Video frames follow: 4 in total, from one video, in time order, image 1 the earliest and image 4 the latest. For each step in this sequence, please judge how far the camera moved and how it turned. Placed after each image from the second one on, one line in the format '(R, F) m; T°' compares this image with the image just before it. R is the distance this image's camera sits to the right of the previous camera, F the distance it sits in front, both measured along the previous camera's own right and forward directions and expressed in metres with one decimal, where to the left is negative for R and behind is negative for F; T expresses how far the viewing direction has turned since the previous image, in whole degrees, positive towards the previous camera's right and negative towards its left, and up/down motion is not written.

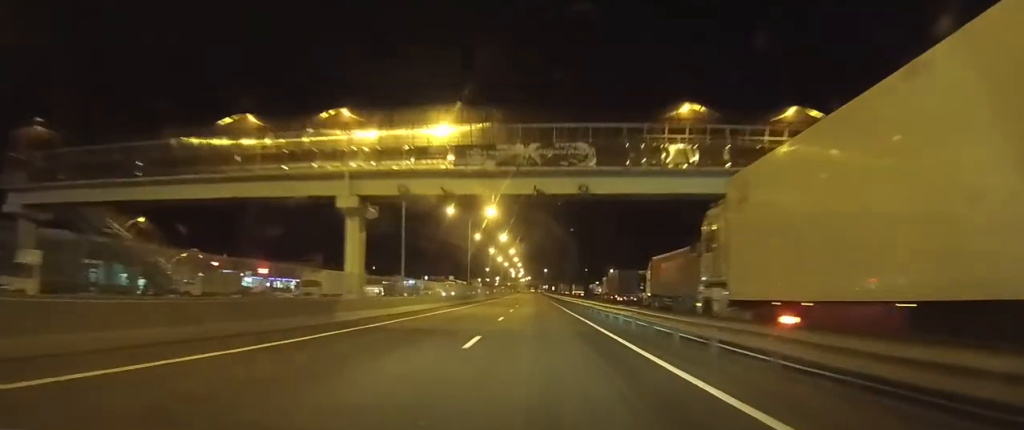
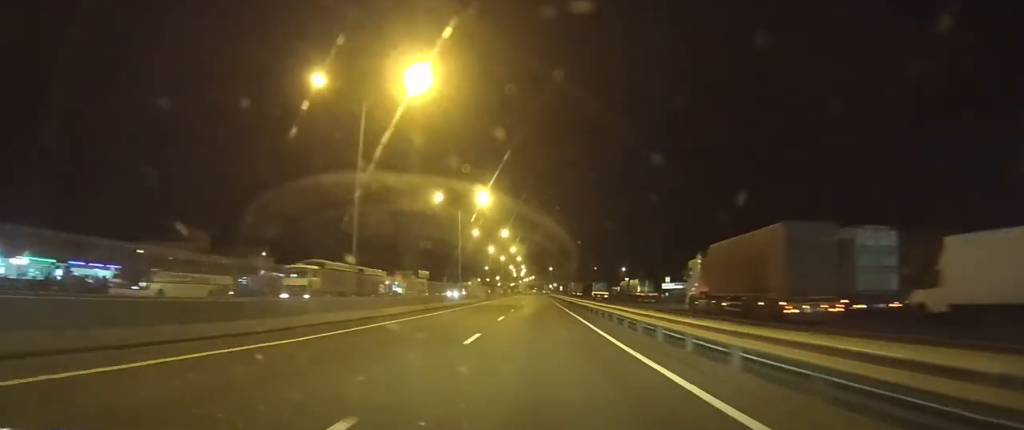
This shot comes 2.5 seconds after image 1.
(+0.4, +39.8) m; +1°
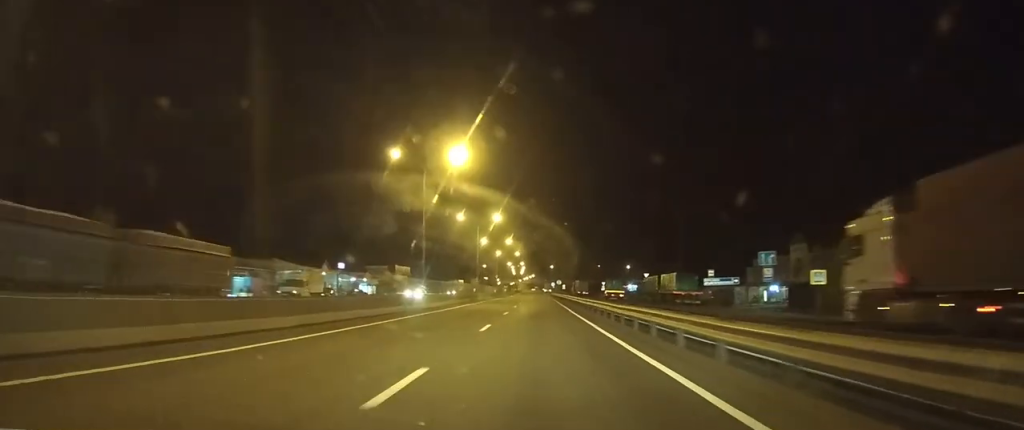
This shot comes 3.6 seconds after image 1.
(0.0, +22.0) m; 0°
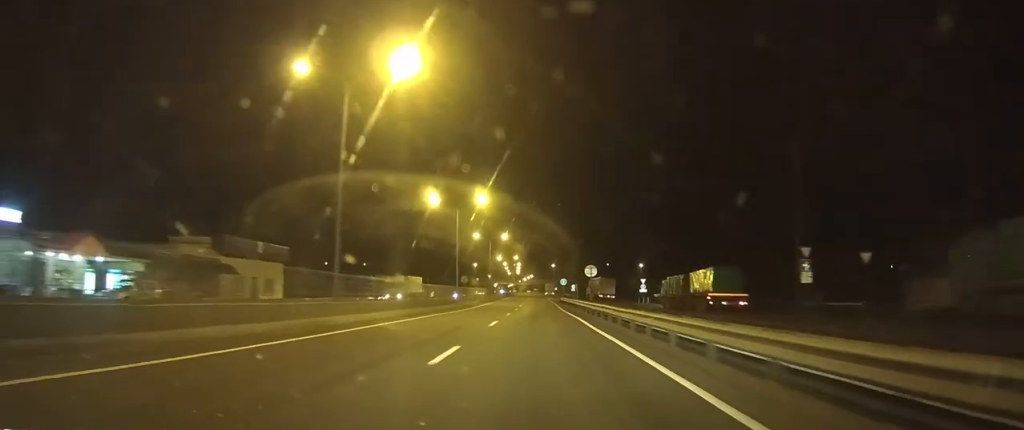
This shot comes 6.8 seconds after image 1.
(-0.2, +66.4) m; 0°
